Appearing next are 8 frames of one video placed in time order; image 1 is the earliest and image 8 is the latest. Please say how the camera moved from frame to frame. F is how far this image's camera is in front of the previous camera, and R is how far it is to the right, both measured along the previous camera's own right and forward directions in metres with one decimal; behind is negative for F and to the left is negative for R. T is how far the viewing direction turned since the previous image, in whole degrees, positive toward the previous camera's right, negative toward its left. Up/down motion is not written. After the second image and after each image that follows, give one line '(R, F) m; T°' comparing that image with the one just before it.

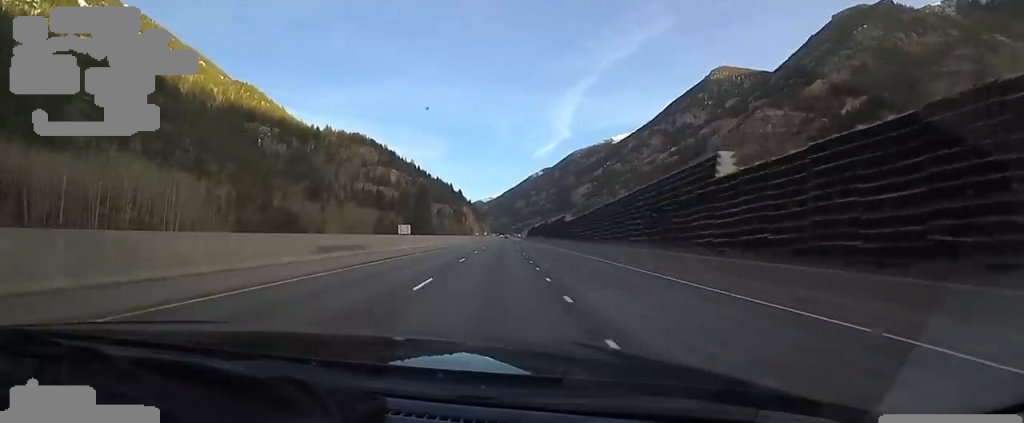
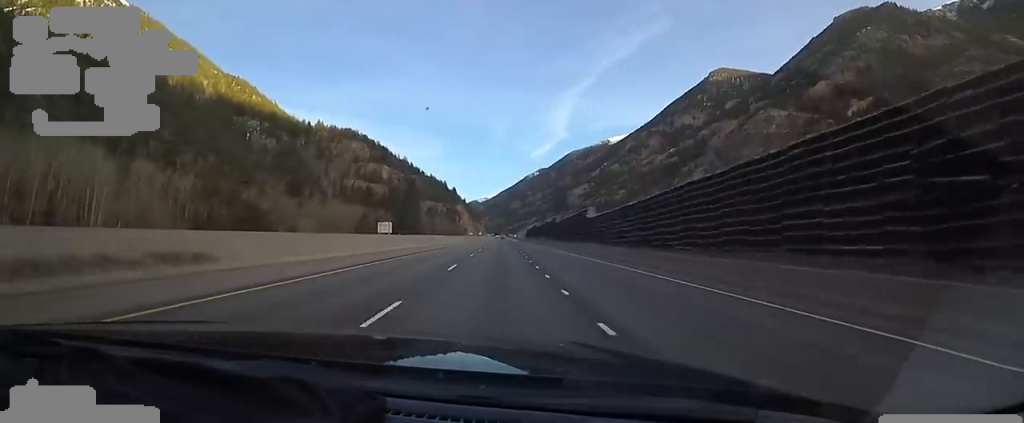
(+0.3, +17.3) m; +1°
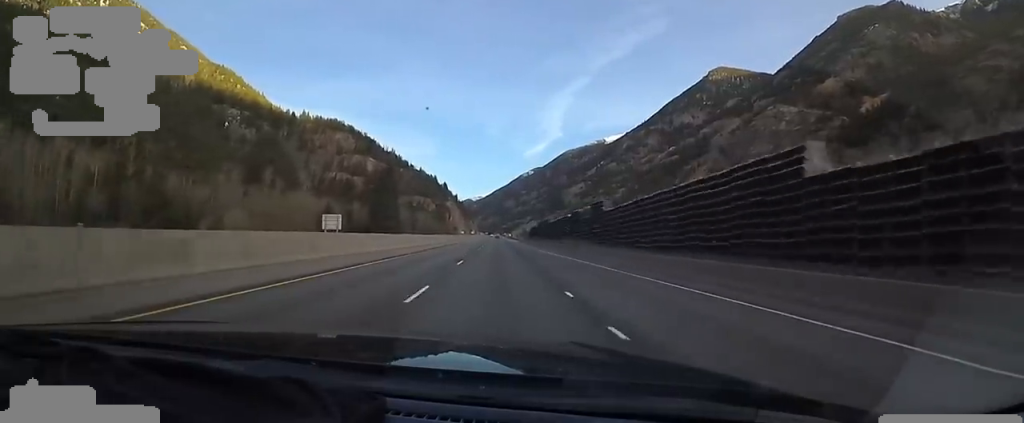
(+0.8, +32.6) m; +2°
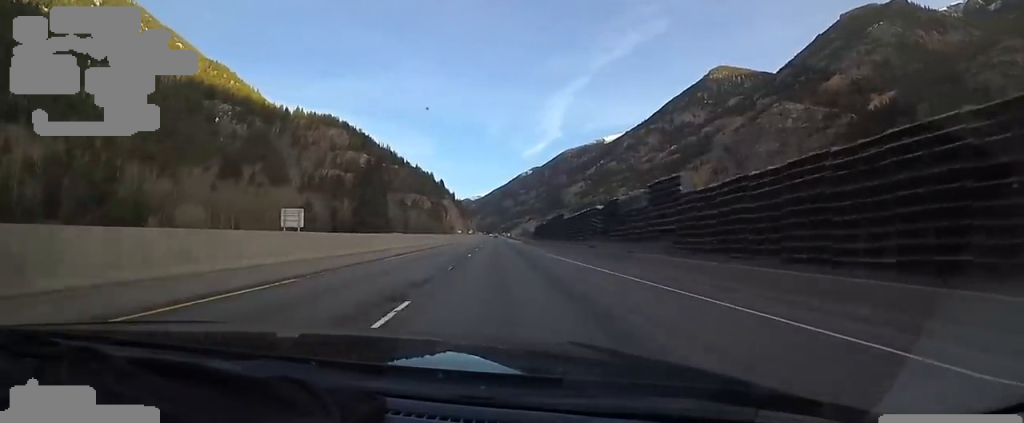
(-0.1, +15.3) m; 0°
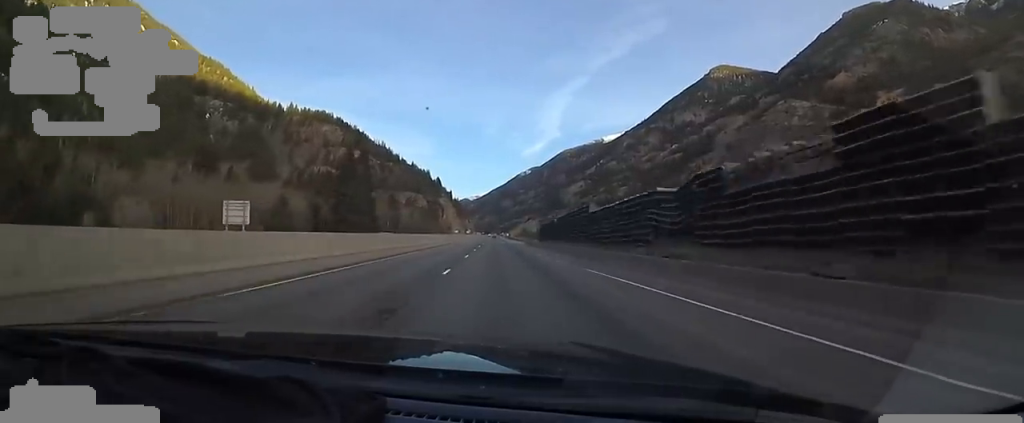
(+0.1, +14.3) m; 0°
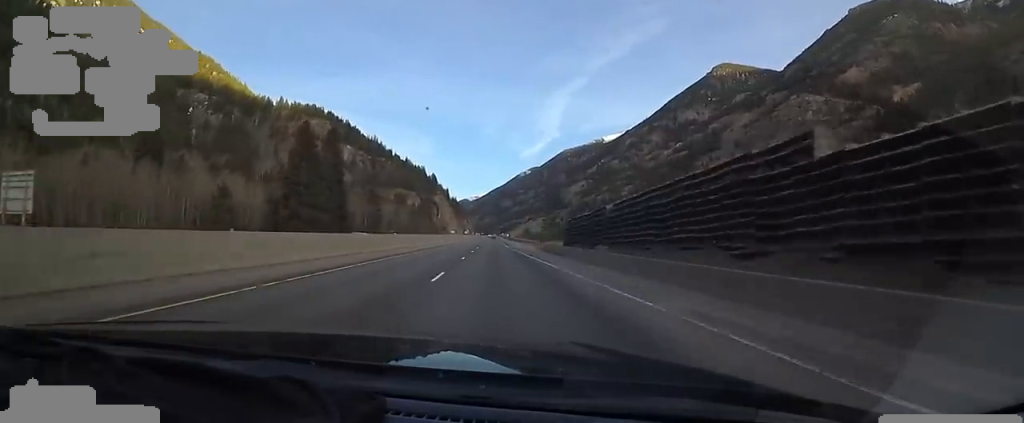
(+0.1, +26.5) m; 0°
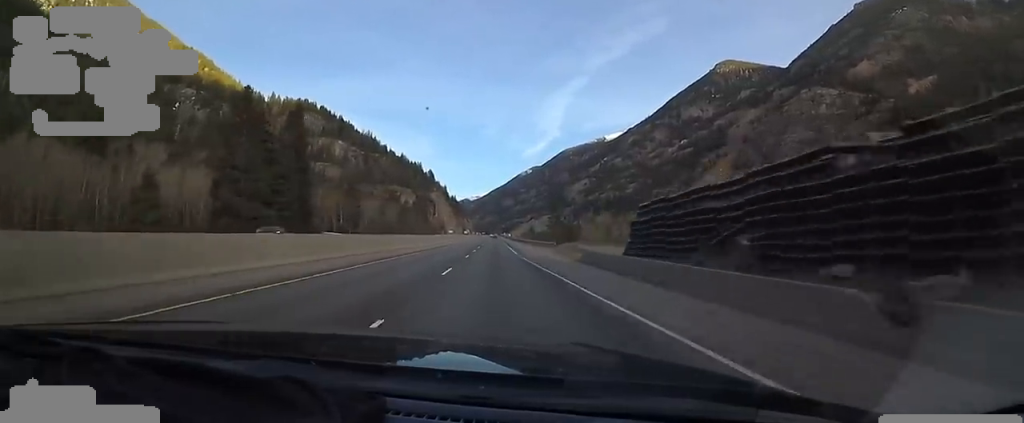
(-0.1, +21.5) m; 0°
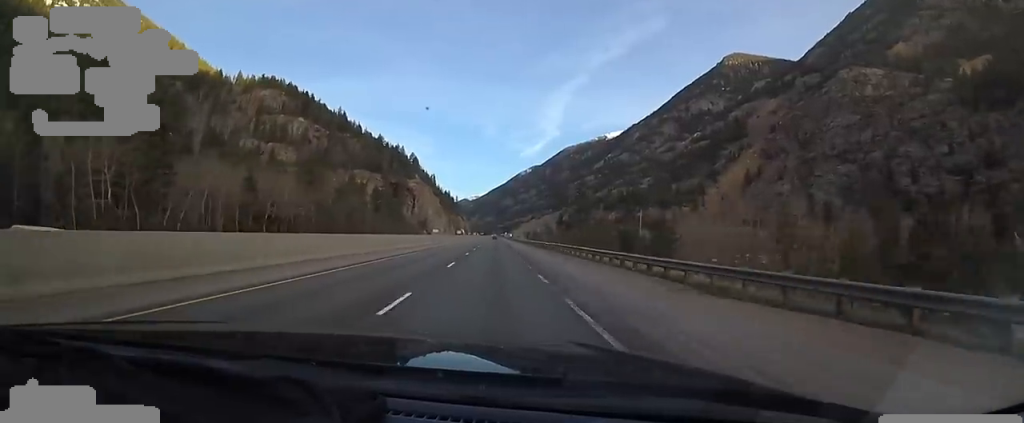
(+0.5, +68.6) m; 0°
